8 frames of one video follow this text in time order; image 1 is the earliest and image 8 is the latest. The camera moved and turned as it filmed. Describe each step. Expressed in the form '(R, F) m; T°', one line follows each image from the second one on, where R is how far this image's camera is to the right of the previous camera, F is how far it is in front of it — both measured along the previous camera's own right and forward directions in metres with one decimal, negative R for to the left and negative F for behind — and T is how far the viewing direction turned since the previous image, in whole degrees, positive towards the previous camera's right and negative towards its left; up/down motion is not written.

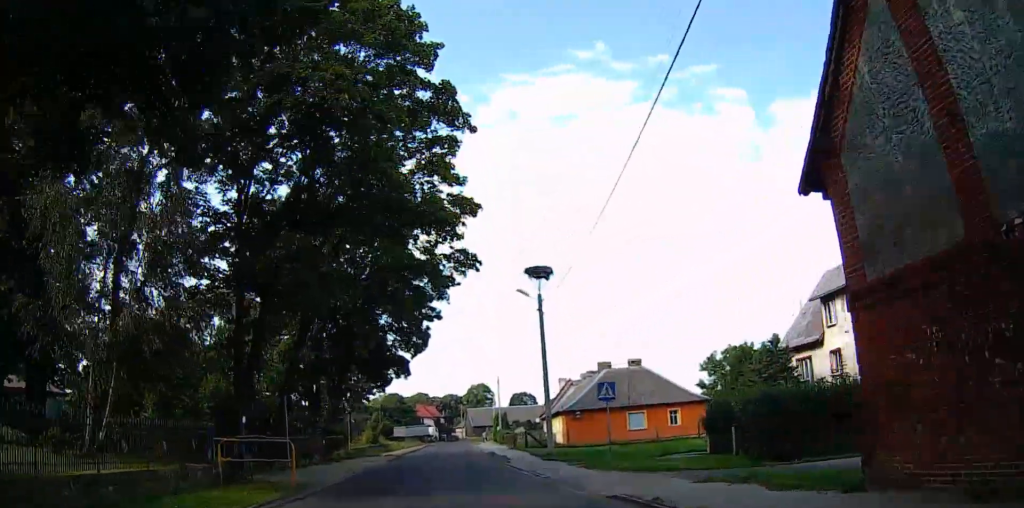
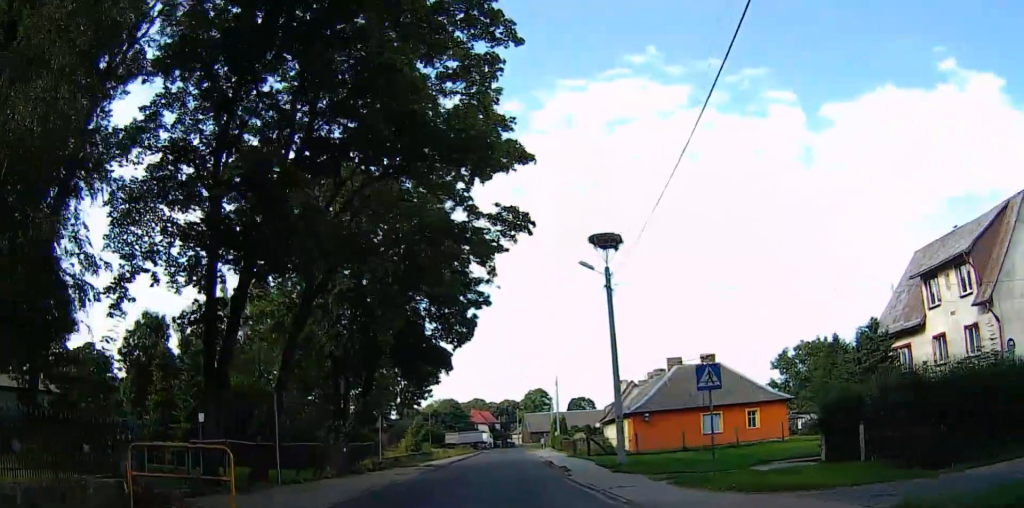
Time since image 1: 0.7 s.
(-0.9, +6.6) m; -6°
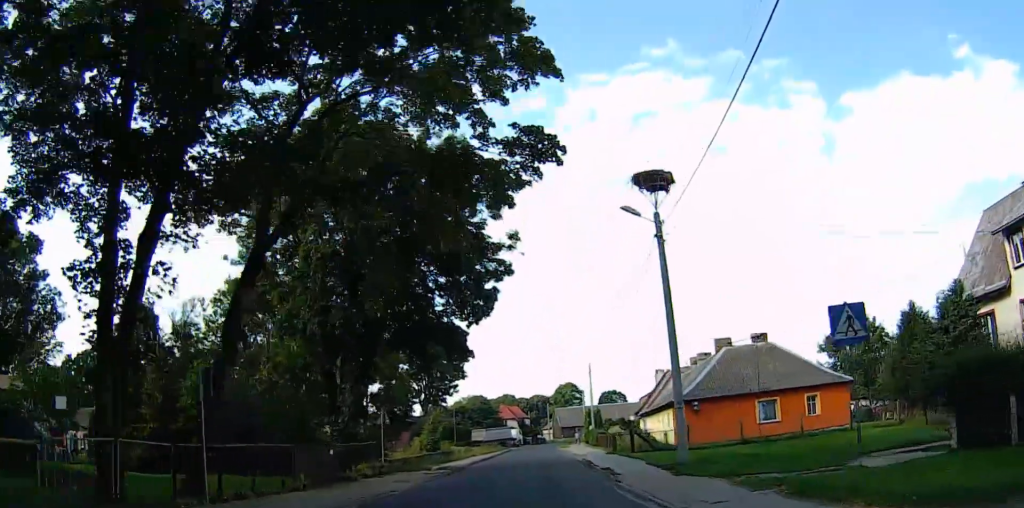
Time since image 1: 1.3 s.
(-0.4, +6.5) m; -3°
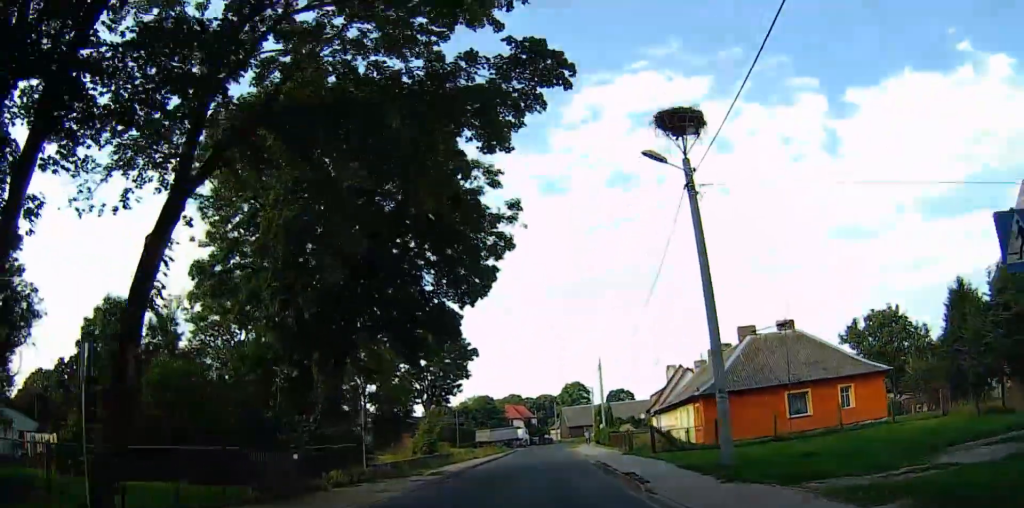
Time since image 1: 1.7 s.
(0.0, +4.6) m; 0°
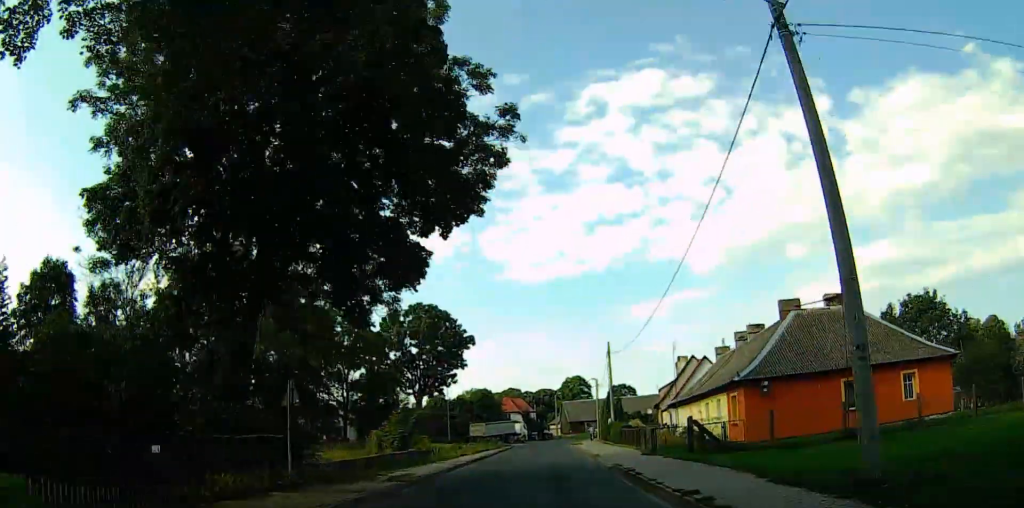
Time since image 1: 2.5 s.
(0.0, +8.3) m; 0°
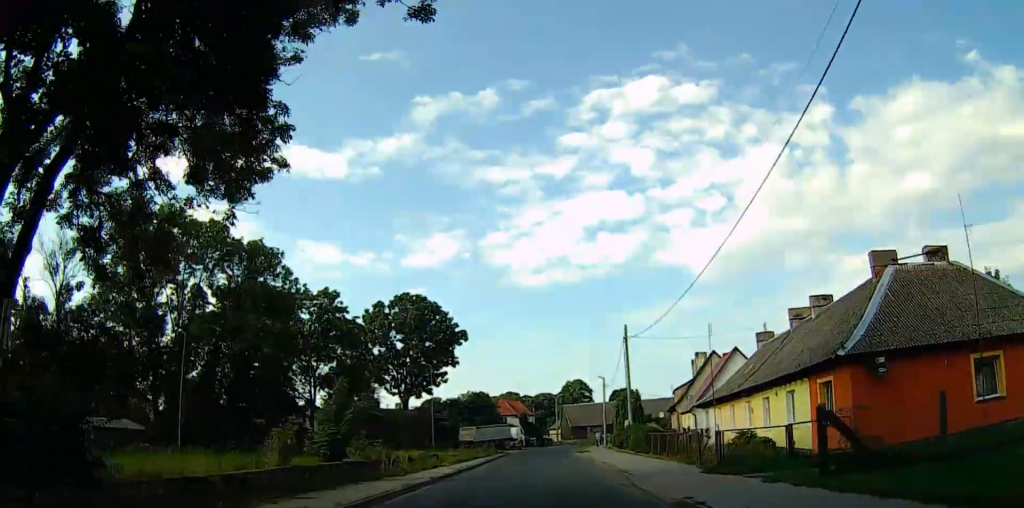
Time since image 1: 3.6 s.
(0.0, +11.6) m; +1°
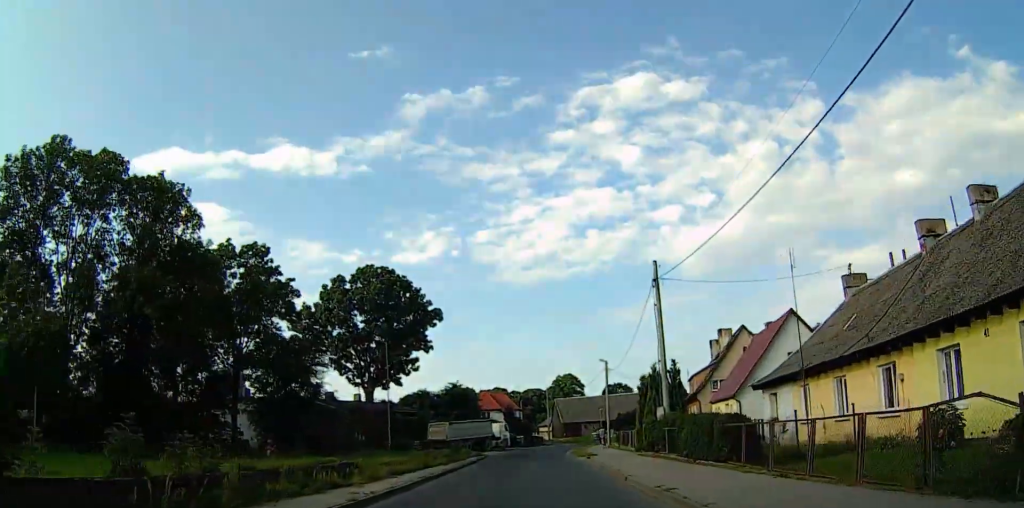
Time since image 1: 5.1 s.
(+0.4, +16.1) m; +3°
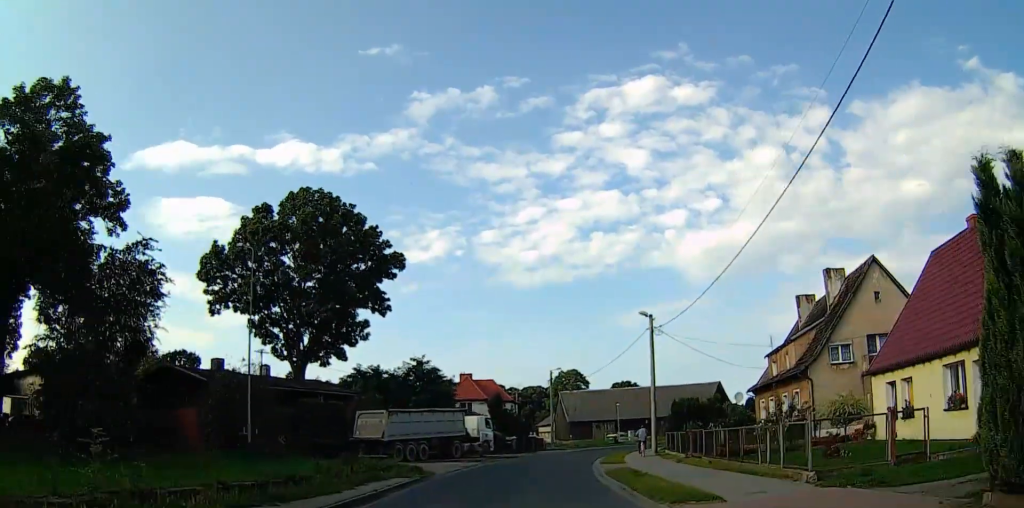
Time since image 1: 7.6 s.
(-0.7, +26.5) m; -2°
